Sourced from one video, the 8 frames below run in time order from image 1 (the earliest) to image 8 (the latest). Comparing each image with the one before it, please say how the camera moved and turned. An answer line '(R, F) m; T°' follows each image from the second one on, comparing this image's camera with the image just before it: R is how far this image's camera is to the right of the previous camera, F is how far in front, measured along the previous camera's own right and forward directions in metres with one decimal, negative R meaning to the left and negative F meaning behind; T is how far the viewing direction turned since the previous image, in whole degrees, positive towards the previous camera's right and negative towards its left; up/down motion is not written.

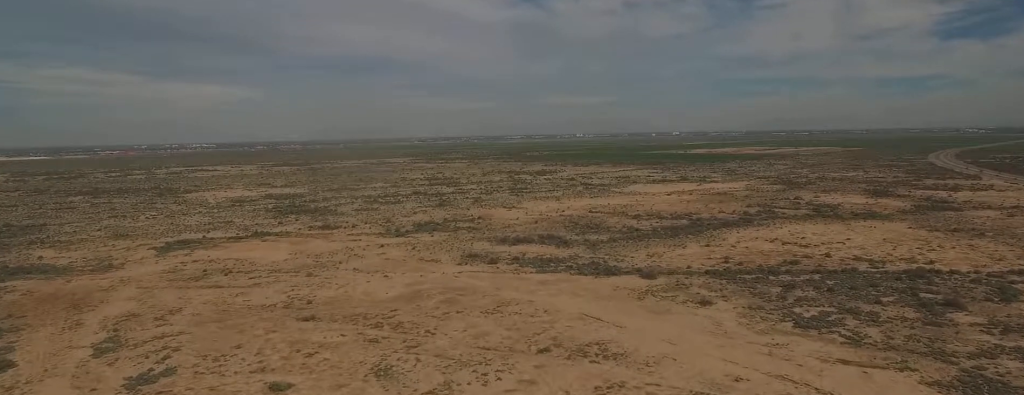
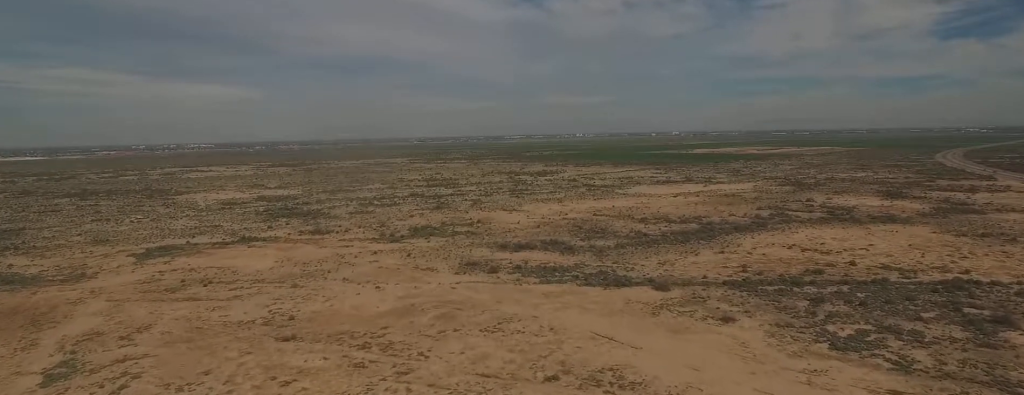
(-0.1, +19.3) m; -1°
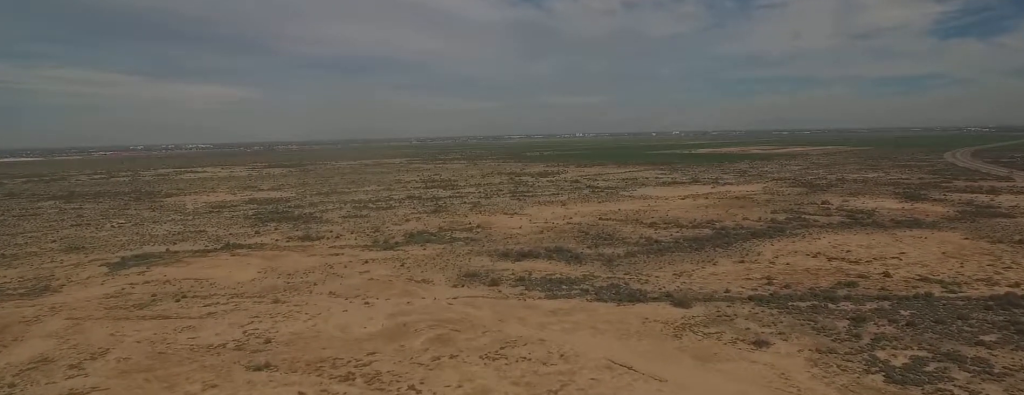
(0.0, +22.6) m; 0°
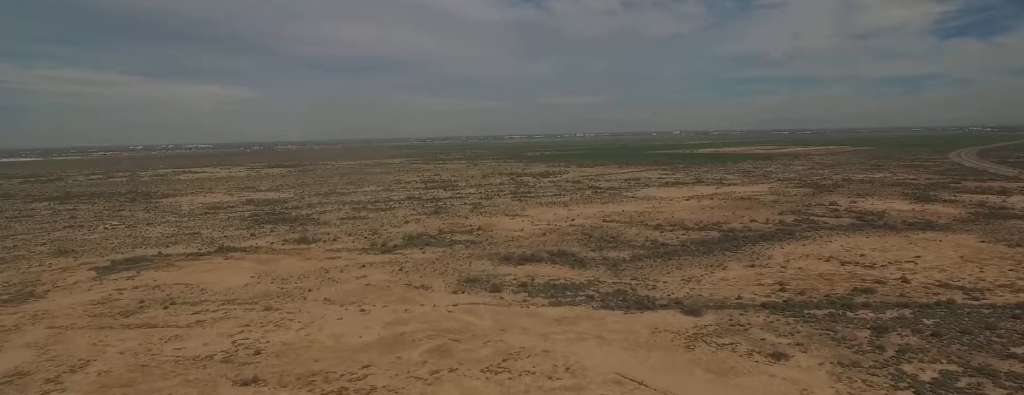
(0.0, +9.4) m; 0°
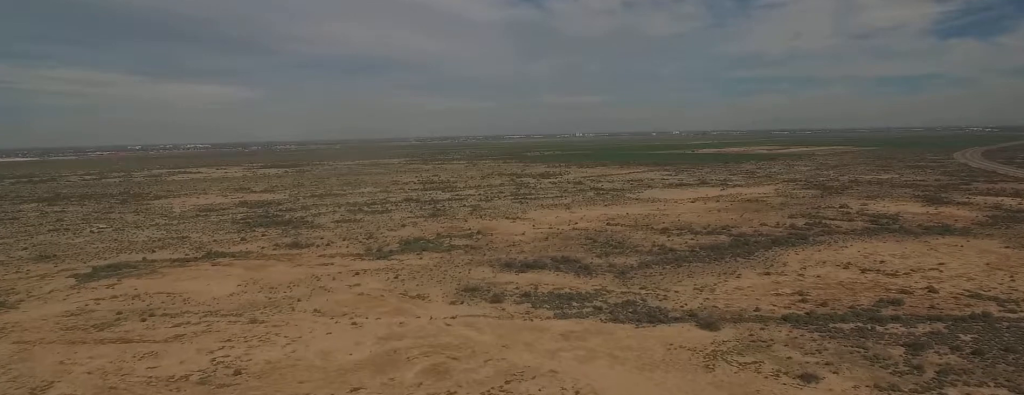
(-0.1, +14.0) m; 0°
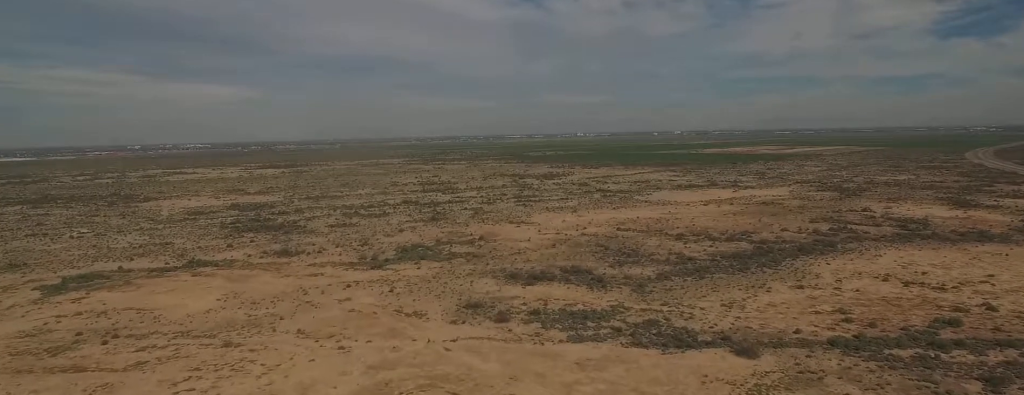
(-0.1, +22.7) m; -1°
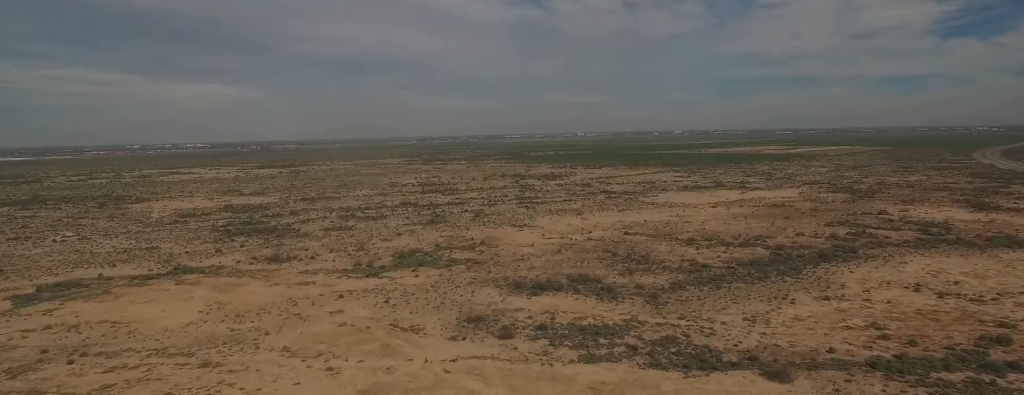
(-0.1, +15.5) m; 0°
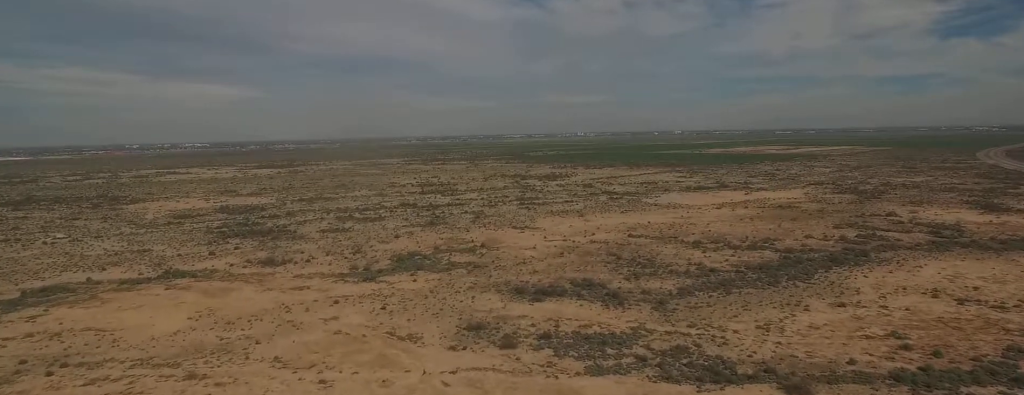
(0.0, +8.2) m; 0°
